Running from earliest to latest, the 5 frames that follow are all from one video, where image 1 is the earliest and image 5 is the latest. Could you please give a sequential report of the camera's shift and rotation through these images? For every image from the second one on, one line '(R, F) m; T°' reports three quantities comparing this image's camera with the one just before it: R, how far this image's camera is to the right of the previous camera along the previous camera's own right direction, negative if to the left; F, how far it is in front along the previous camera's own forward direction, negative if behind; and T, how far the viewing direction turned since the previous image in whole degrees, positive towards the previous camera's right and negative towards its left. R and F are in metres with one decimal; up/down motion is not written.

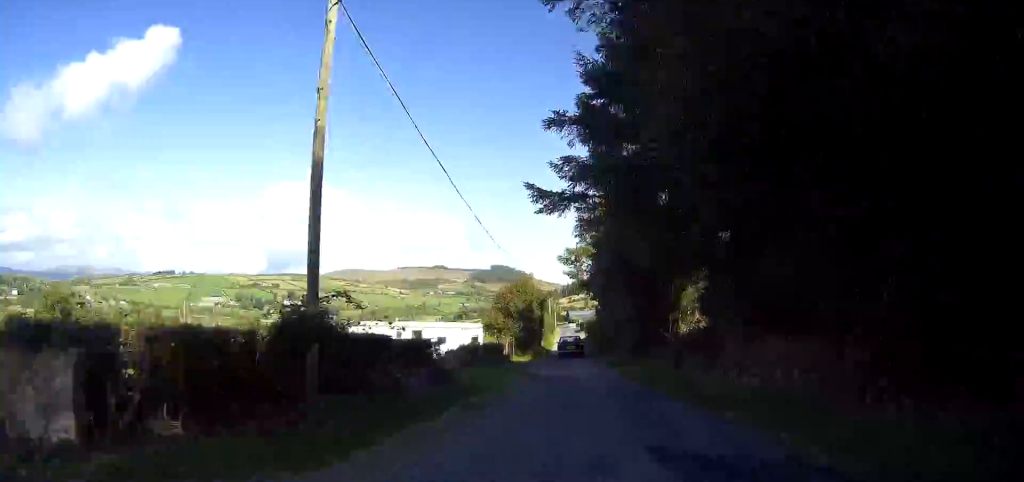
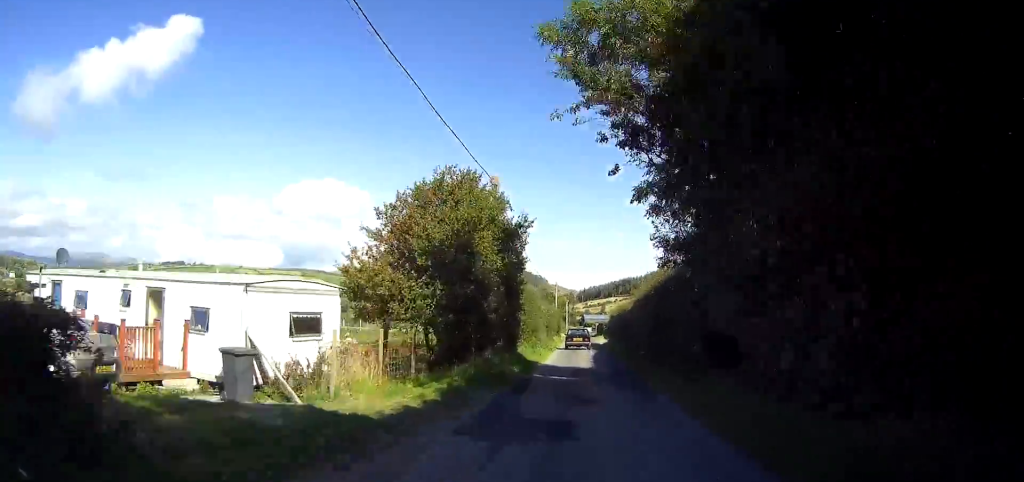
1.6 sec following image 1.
(-0.3, +28.7) m; -1°
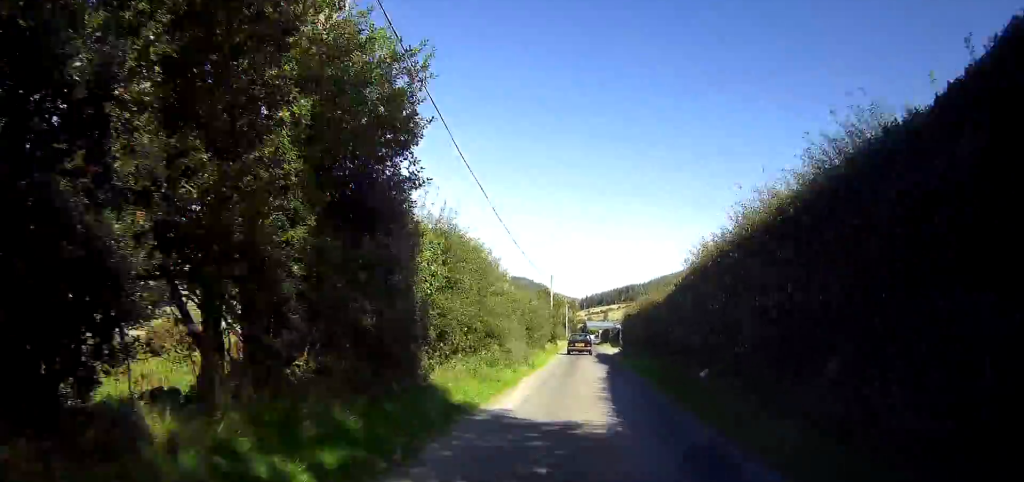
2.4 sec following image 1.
(+0.1, +14.3) m; 0°
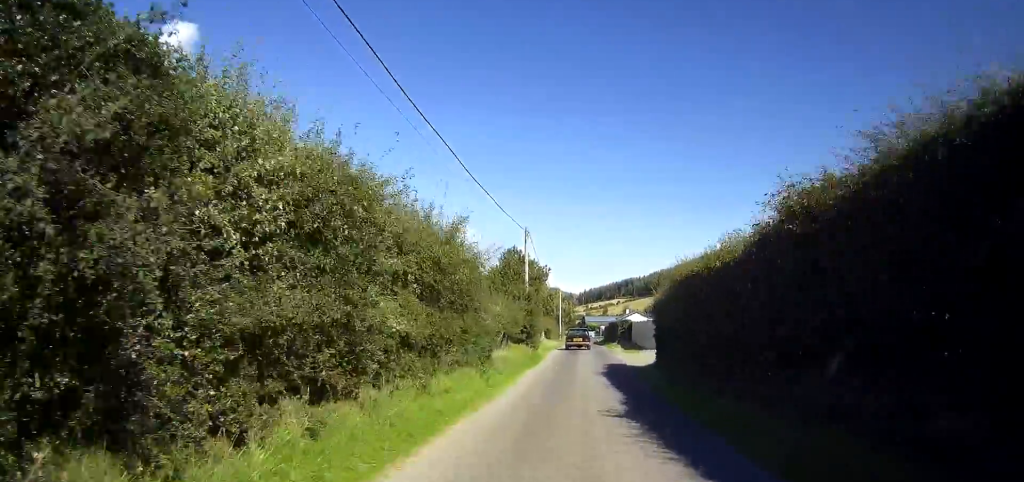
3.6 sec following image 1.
(0.0, +21.8) m; 0°
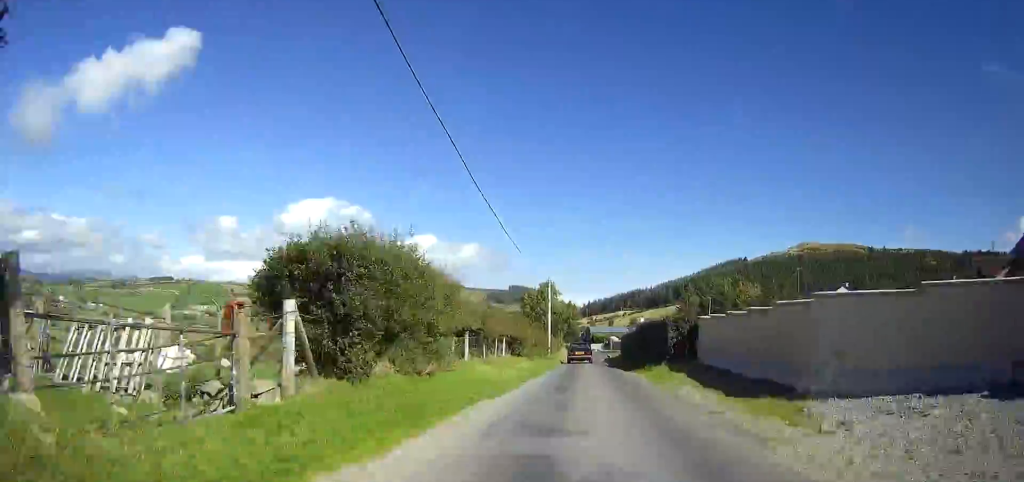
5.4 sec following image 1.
(-0.3, +32.0) m; -1°
